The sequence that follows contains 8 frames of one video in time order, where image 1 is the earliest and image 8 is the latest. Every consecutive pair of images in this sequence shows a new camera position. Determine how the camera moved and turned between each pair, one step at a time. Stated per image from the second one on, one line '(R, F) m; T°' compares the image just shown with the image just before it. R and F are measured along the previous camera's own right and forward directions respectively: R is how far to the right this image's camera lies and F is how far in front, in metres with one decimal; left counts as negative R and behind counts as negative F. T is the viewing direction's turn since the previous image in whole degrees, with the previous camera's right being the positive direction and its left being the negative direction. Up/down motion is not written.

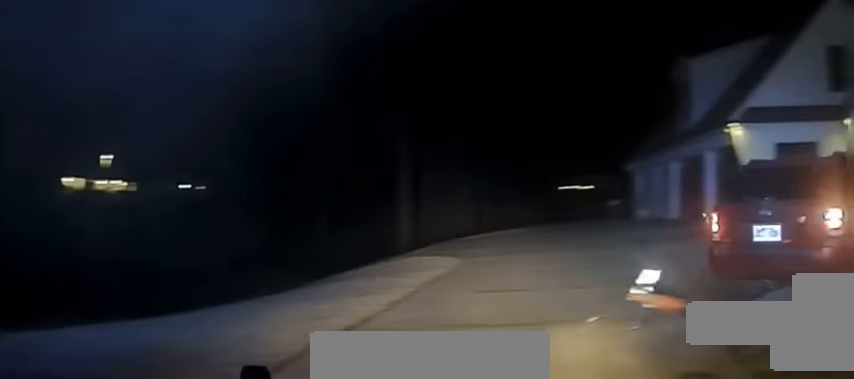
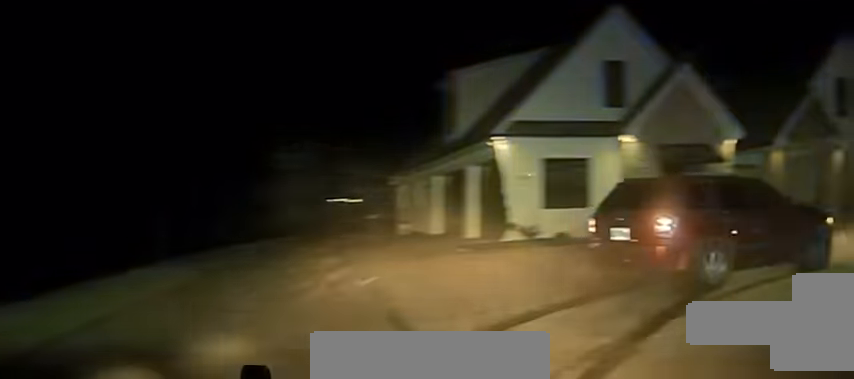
(+0.4, +2.0) m; +29°
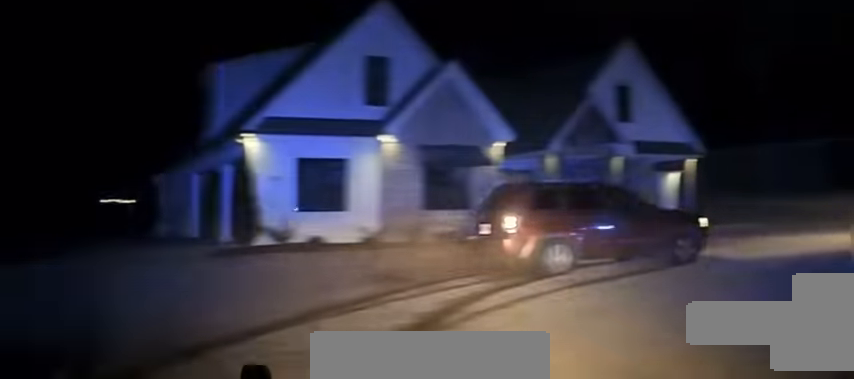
(+0.7, +1.2) m; +24°
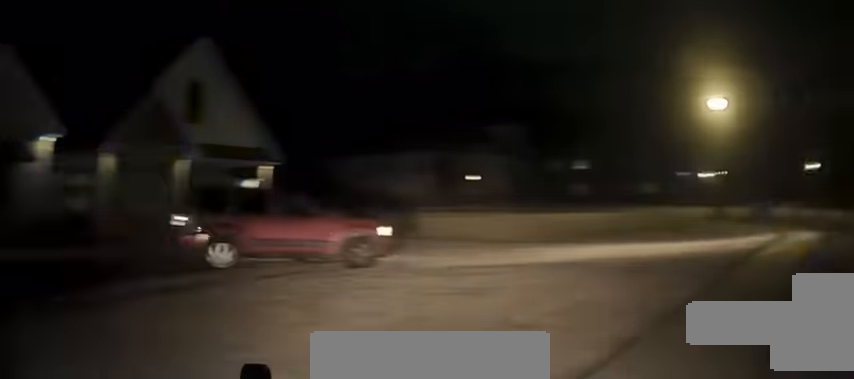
(+0.4, +1.8) m; +25°
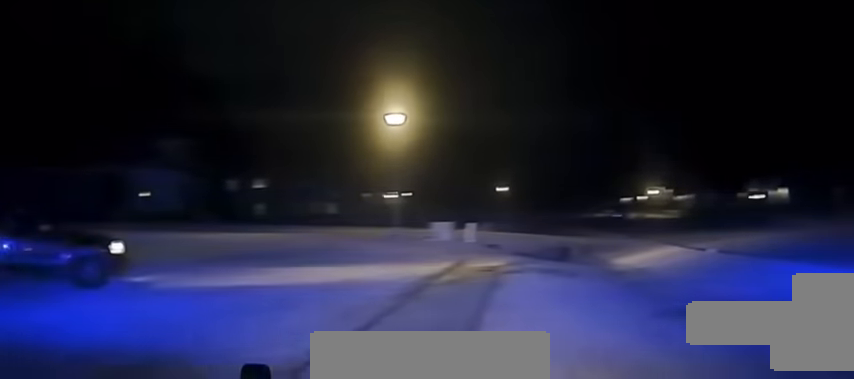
(+0.3, +1.7) m; +16°
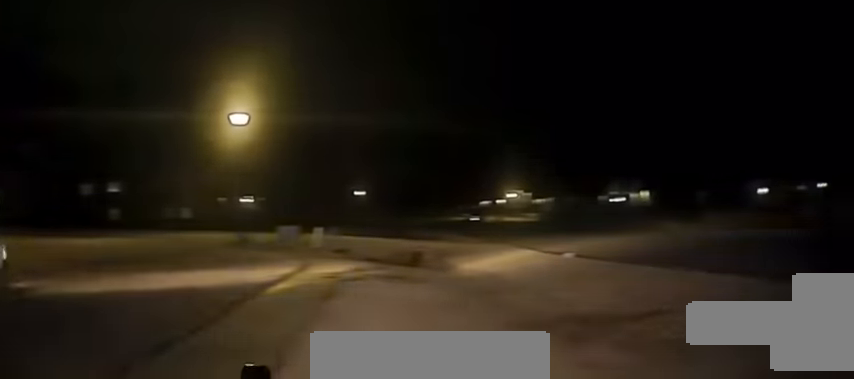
(+0.1, +0.9) m; +6°
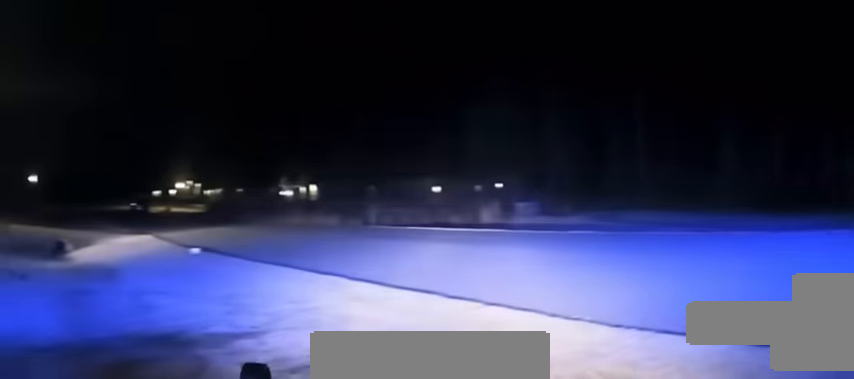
(+0.2, +1.6) m; +6°
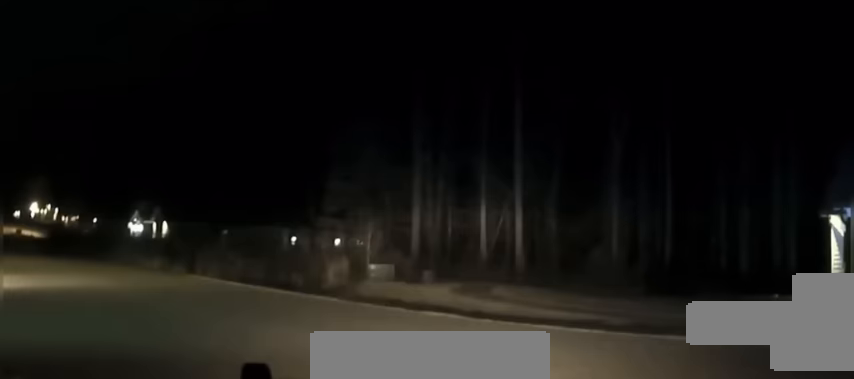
(+0.7, +4.2) m; +2°
